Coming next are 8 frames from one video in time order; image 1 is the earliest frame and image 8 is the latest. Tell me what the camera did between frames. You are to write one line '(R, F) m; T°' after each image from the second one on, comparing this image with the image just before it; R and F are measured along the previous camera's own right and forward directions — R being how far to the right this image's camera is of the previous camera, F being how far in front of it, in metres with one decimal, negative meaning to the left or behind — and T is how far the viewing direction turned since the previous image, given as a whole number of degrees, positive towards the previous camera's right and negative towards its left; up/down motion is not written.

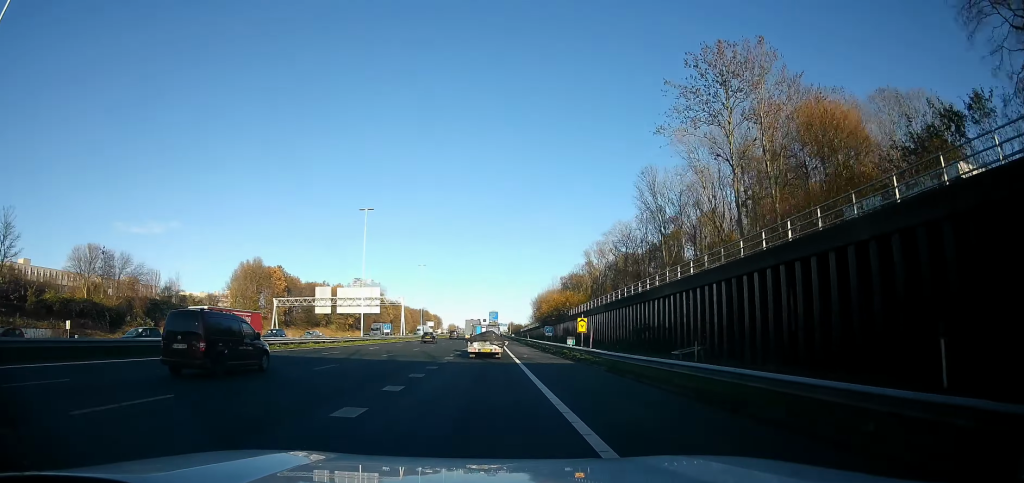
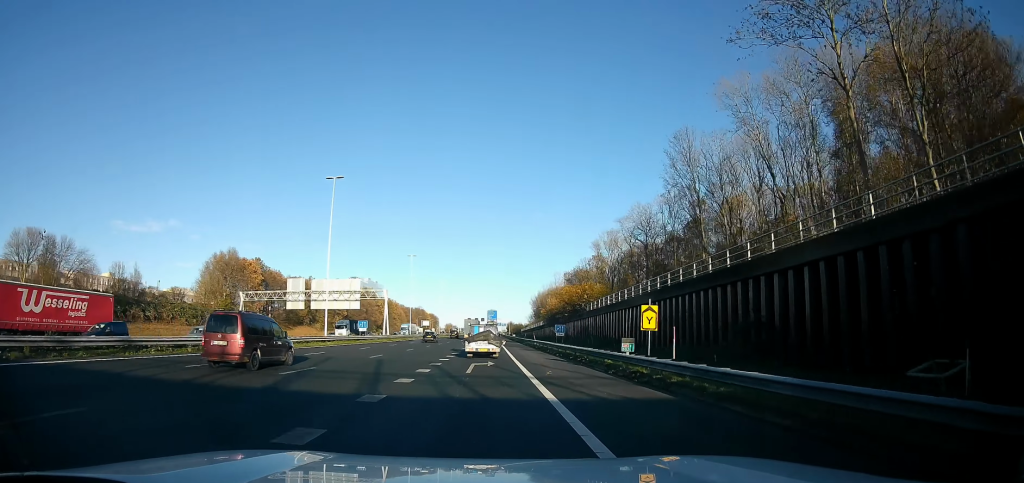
(+0.3, +14.3) m; 0°
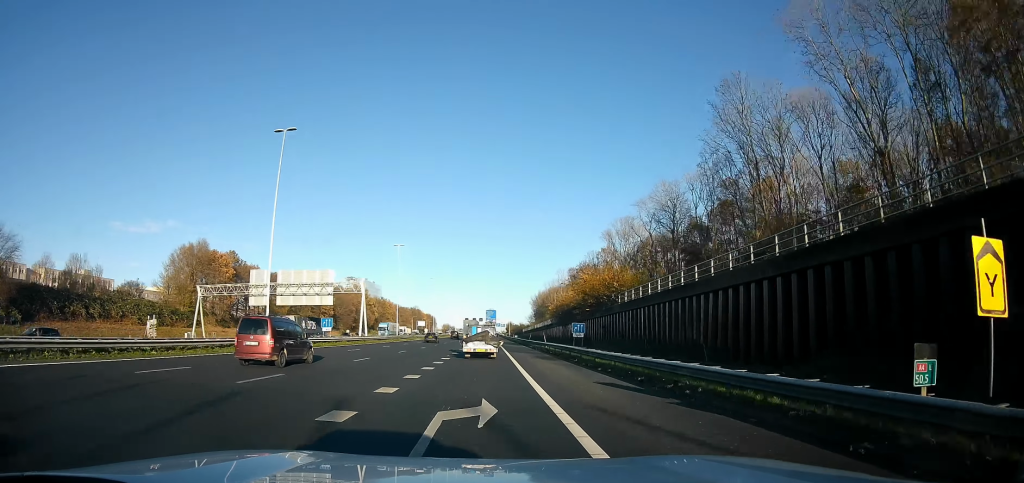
(-0.2, +14.4) m; 0°
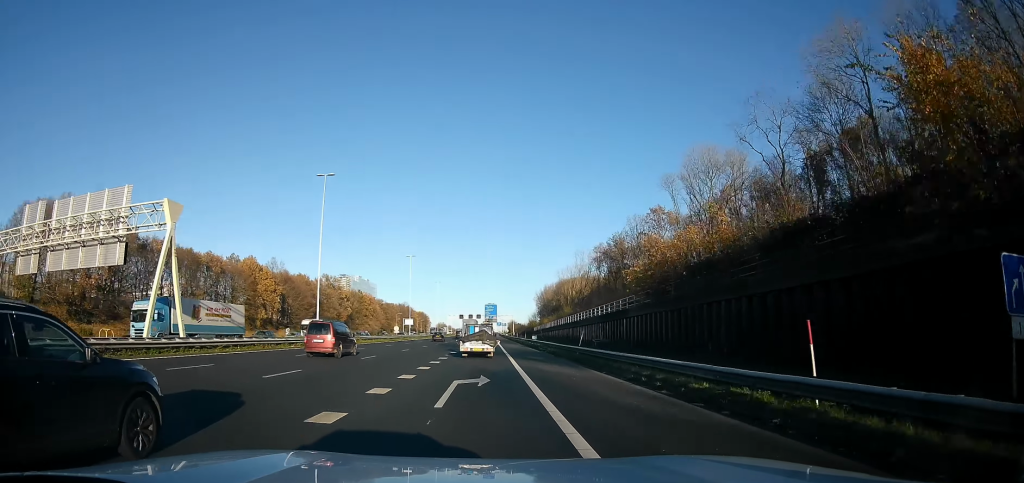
(-0.2, +44.8) m; 0°
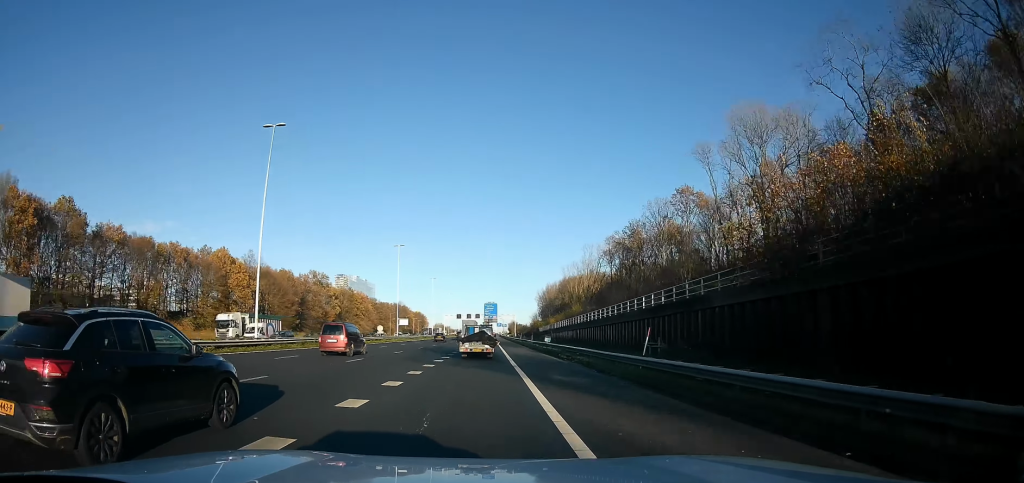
(-0.3, +14.3) m; 0°
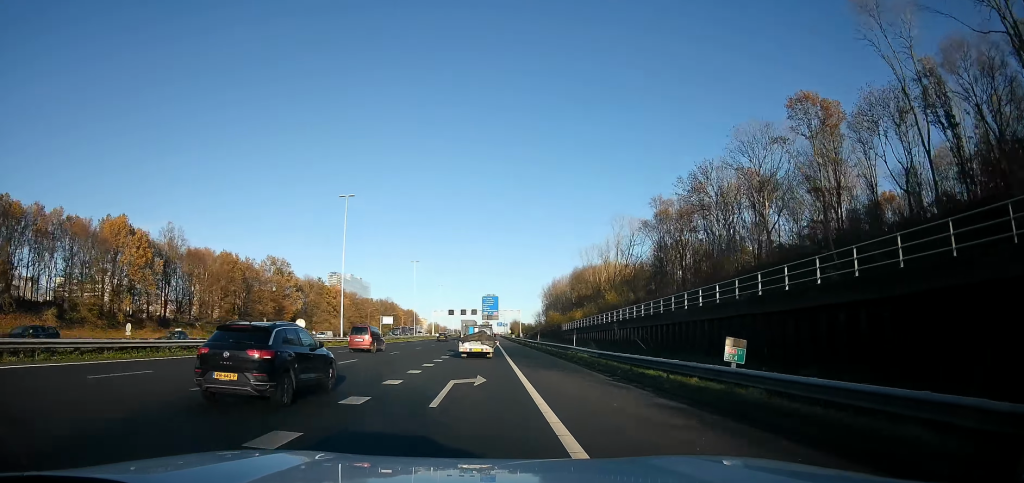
(+1.1, +35.8) m; +2°
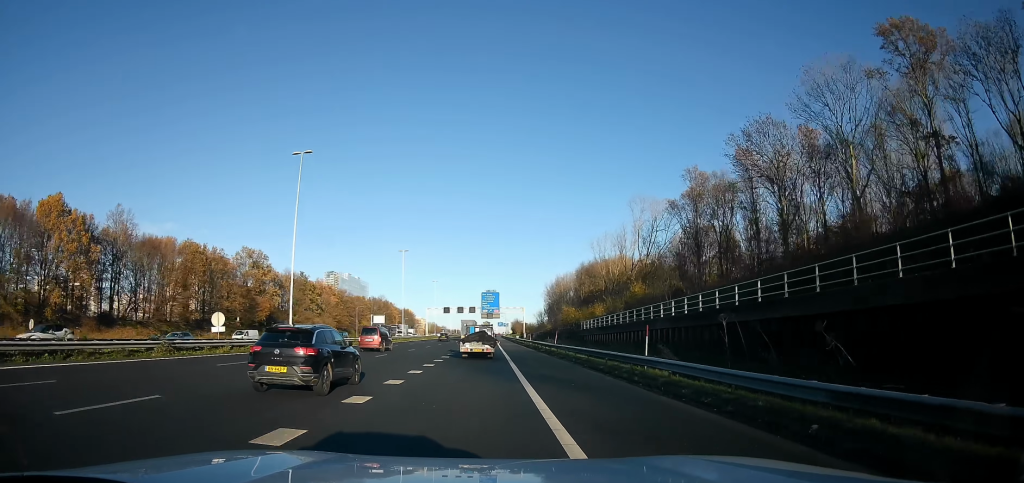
(0.0, +16.0) m; 0°
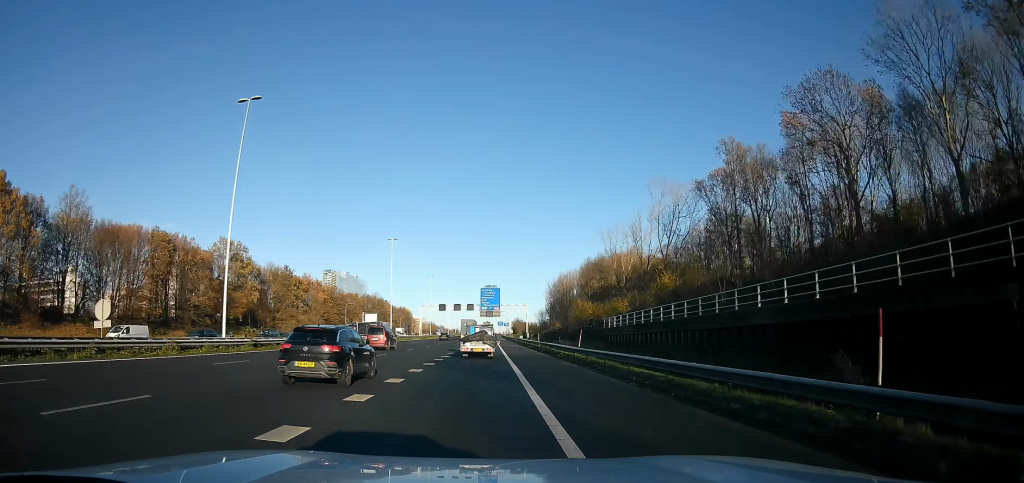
(0.0, +12.1) m; 0°
